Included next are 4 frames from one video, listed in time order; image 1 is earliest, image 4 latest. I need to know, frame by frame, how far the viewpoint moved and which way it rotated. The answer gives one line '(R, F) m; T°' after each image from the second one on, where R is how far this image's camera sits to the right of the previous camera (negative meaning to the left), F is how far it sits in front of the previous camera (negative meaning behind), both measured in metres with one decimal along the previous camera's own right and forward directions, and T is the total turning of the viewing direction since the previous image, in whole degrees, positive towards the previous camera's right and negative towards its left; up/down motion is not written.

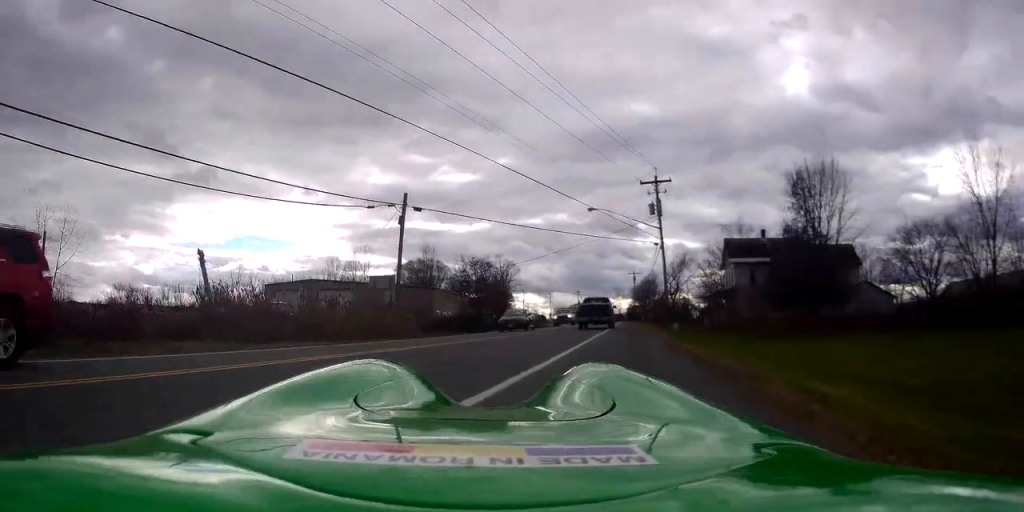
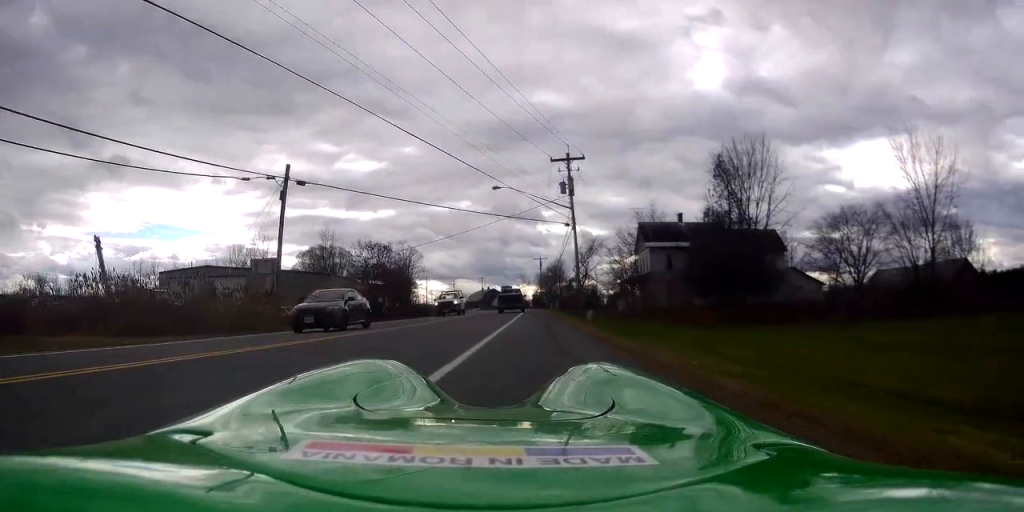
(+0.9, +3.5) m; +18°
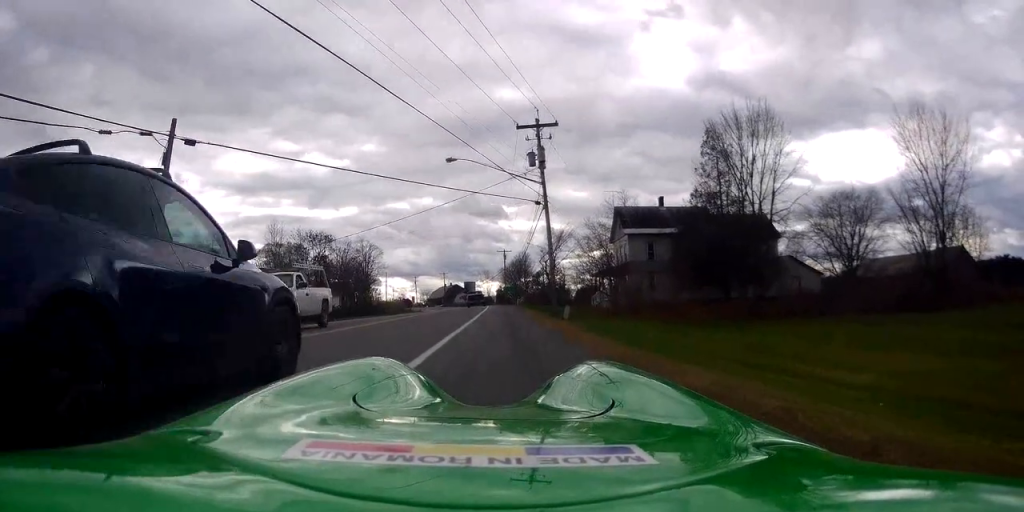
(+0.6, +7.4) m; +1°
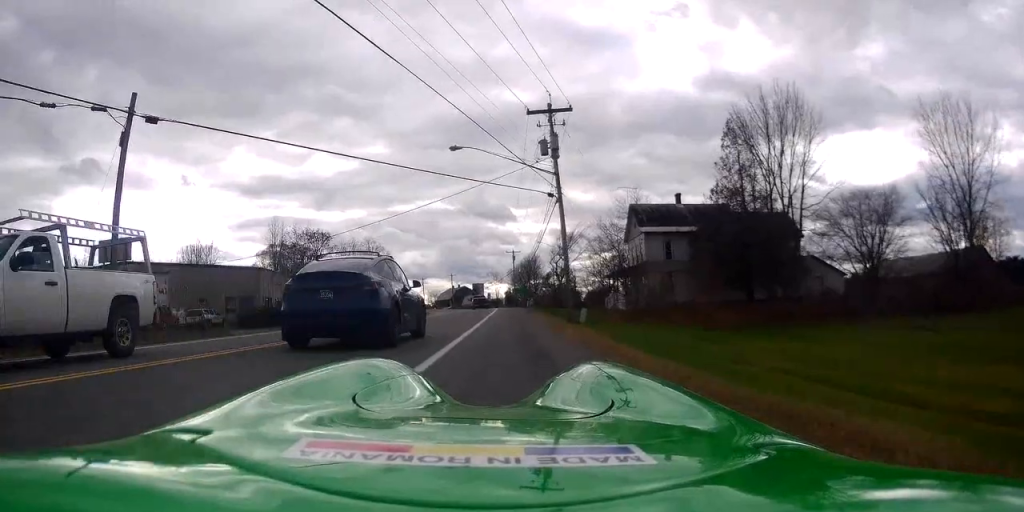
(-0.3, +3.3) m; 0°
